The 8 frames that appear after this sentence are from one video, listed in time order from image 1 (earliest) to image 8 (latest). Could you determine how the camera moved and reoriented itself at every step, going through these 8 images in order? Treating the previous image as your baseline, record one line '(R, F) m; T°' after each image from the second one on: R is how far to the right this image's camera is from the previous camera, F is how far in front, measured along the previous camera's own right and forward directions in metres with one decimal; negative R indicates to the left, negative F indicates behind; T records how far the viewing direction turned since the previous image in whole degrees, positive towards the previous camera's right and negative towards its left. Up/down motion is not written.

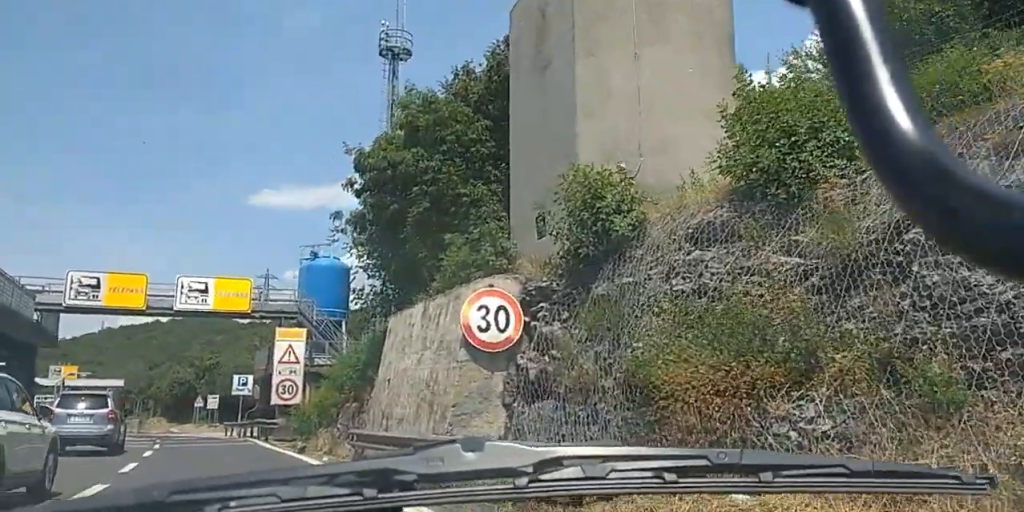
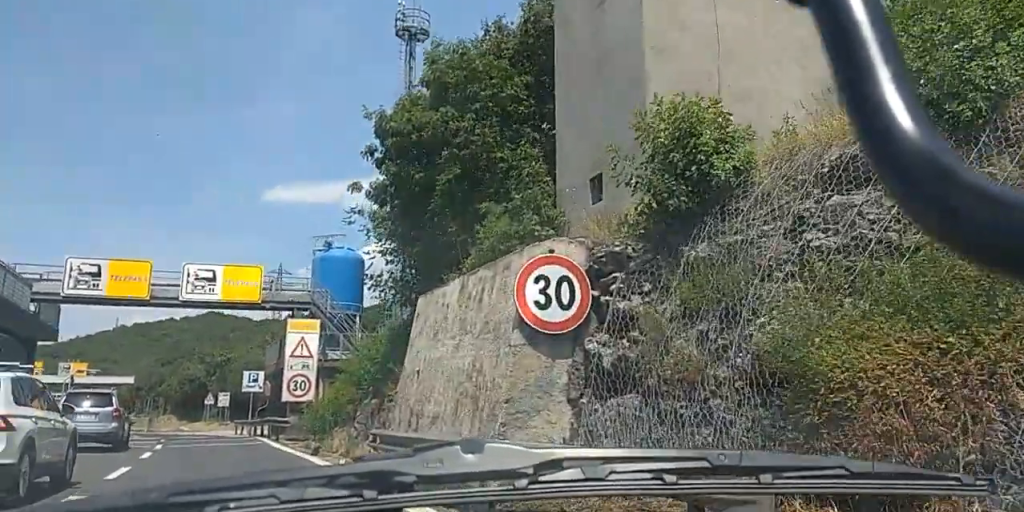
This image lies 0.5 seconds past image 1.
(0.0, +2.2) m; 0°
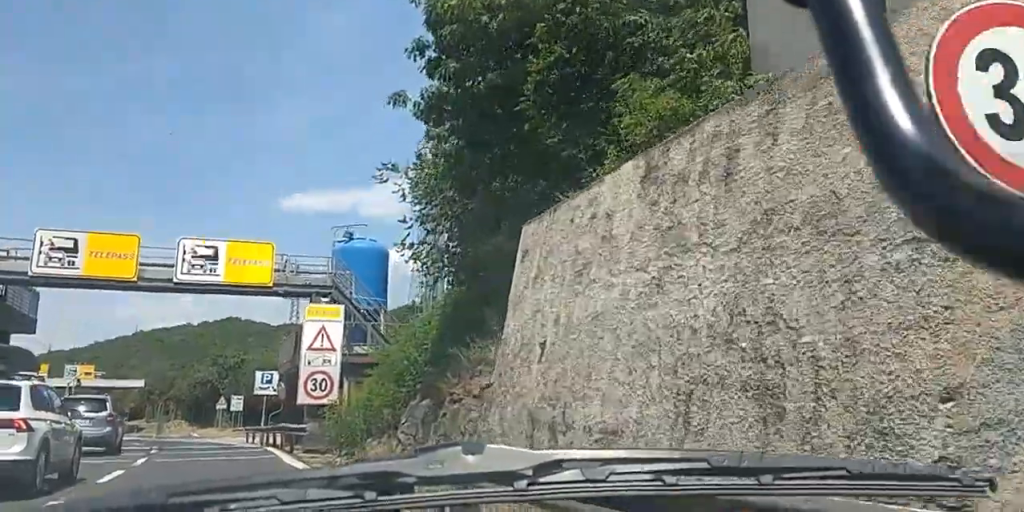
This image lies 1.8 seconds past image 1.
(0.0, +5.7) m; -3°
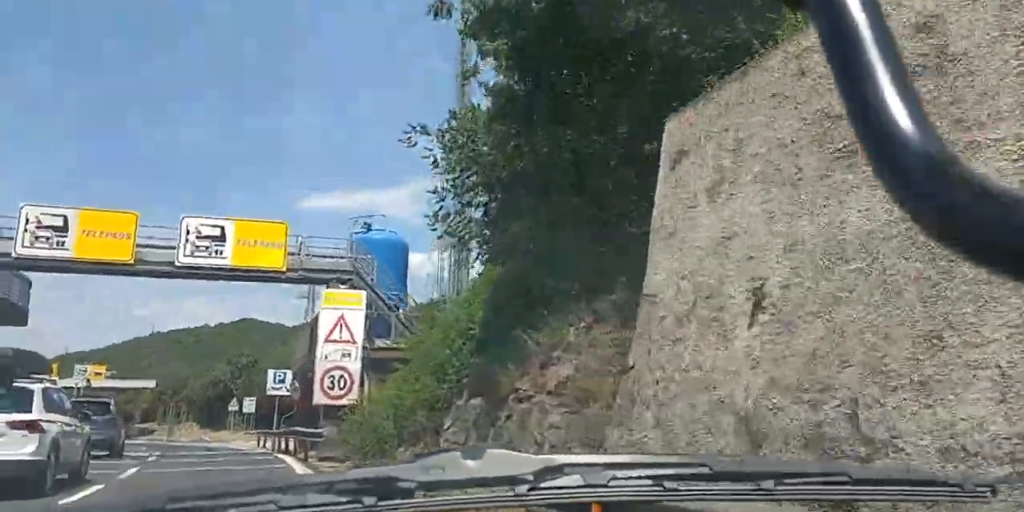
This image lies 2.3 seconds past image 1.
(0.0, +2.6) m; -4°
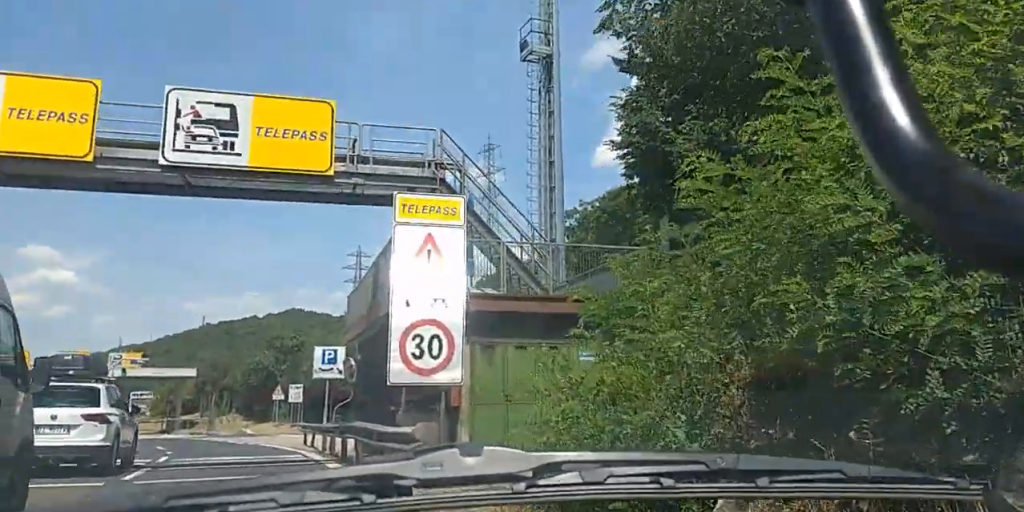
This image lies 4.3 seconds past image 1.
(-1.7, +9.5) m; -8°
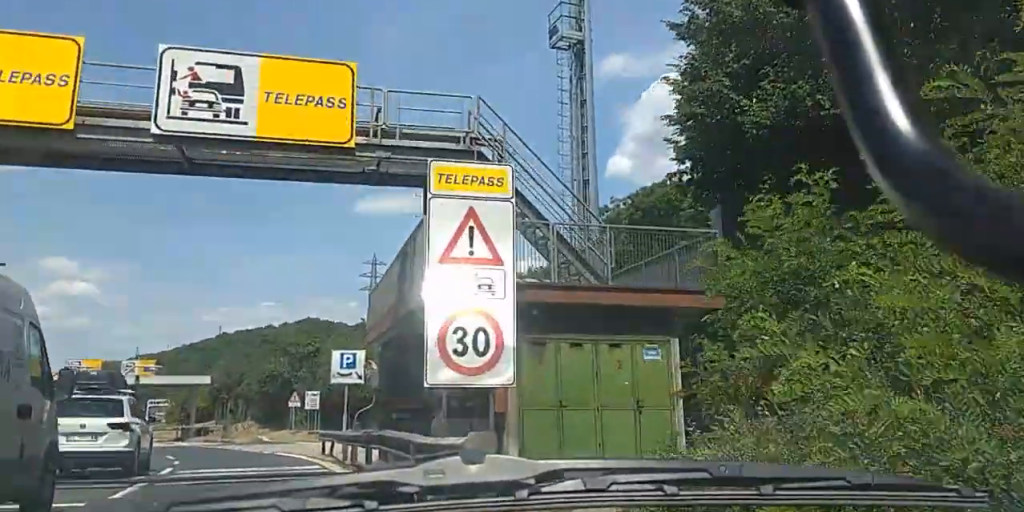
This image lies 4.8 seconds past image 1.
(+0.4, +2.6) m; 0°
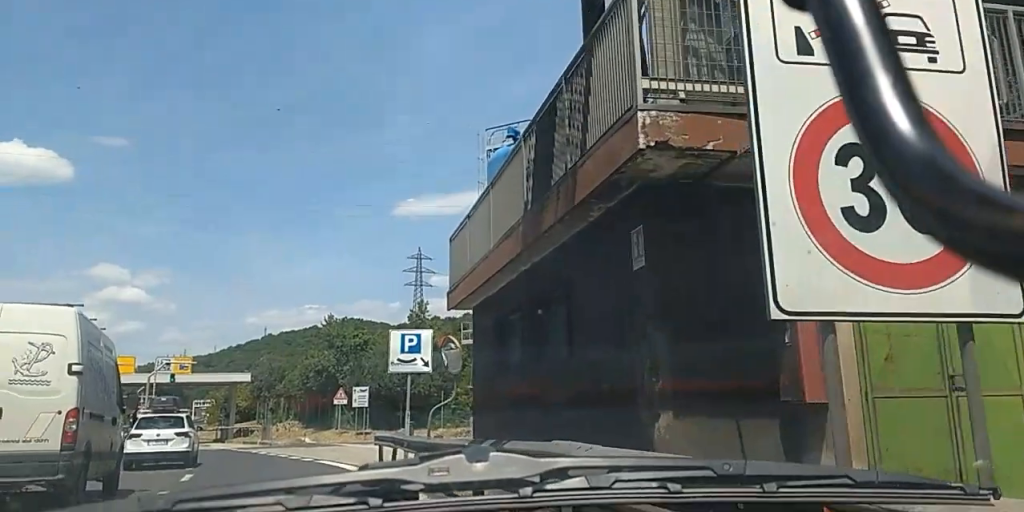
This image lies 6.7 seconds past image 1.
(-0.9, +9.7) m; -9°
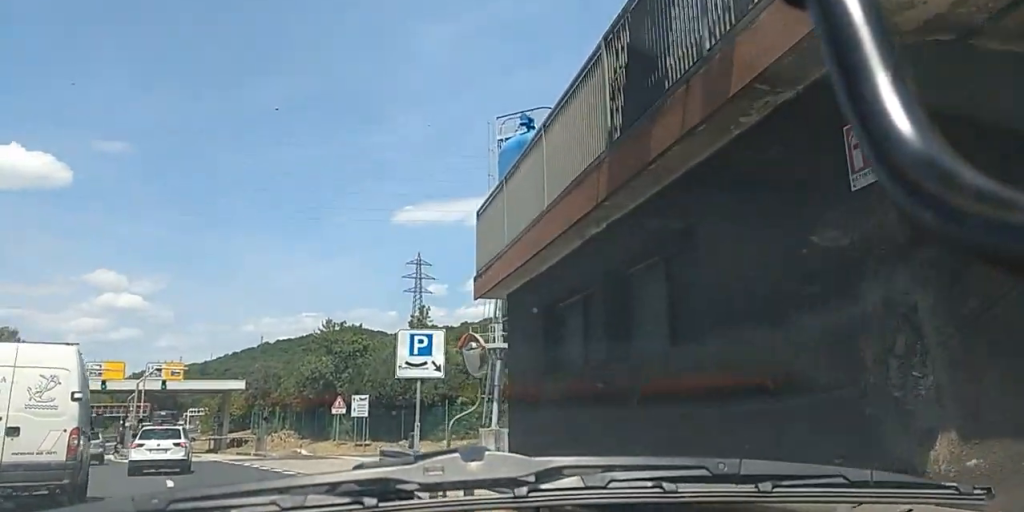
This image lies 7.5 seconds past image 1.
(0.0, +3.6) m; 0°
